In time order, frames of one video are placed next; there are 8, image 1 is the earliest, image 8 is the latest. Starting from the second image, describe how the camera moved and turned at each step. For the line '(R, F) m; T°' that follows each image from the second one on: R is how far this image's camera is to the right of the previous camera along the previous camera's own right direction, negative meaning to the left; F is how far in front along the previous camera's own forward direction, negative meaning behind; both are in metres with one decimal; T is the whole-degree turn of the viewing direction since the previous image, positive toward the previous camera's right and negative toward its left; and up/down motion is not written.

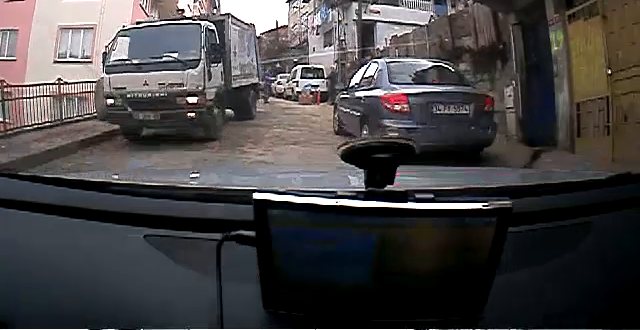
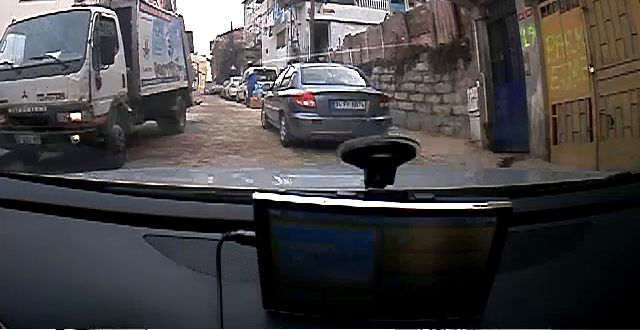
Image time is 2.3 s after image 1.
(0.0, 0.0) m; 0°
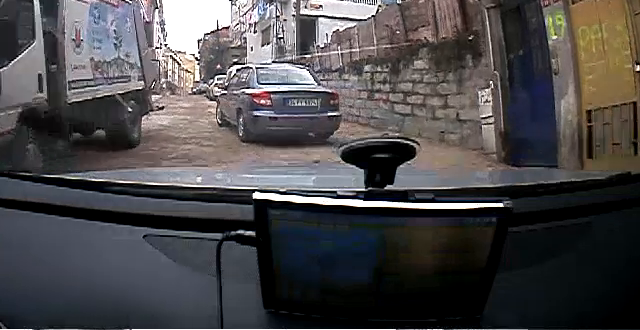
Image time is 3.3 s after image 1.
(+0.1, -0.1) m; 0°
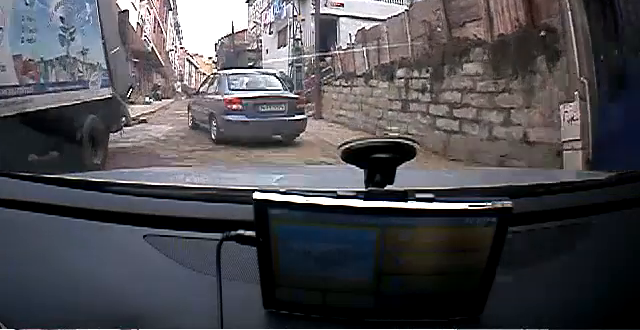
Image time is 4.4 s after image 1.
(+0.1, +0.9) m; 0°
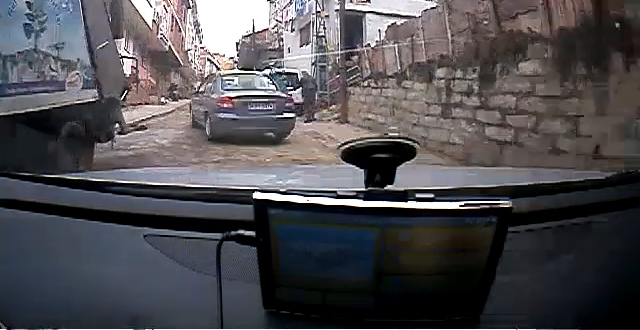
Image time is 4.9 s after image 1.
(+0.1, +0.6) m; 0°
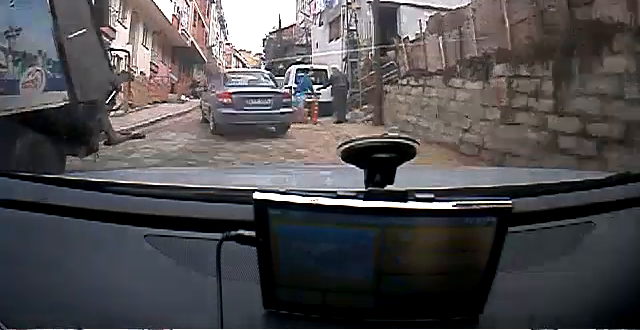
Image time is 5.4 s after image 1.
(0.0, +0.8) m; +1°
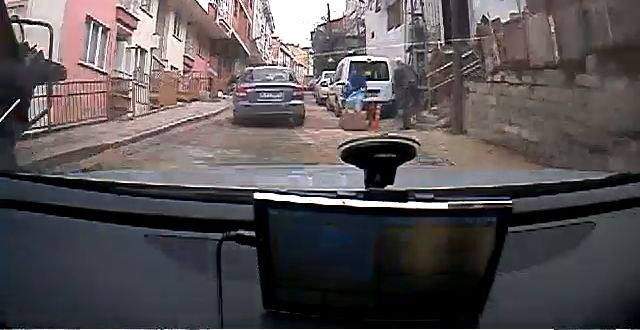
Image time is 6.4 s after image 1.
(-0.1, +1.6) m; +3°
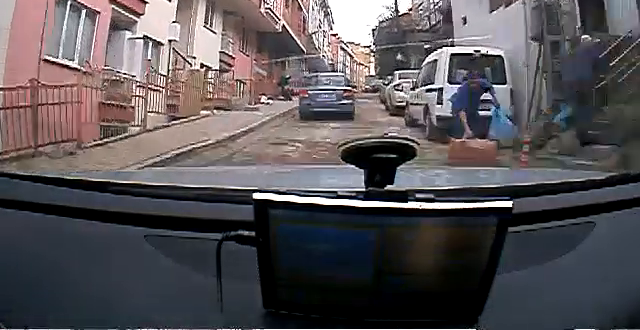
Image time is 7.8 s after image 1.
(+0.3, +3.5) m; +5°
